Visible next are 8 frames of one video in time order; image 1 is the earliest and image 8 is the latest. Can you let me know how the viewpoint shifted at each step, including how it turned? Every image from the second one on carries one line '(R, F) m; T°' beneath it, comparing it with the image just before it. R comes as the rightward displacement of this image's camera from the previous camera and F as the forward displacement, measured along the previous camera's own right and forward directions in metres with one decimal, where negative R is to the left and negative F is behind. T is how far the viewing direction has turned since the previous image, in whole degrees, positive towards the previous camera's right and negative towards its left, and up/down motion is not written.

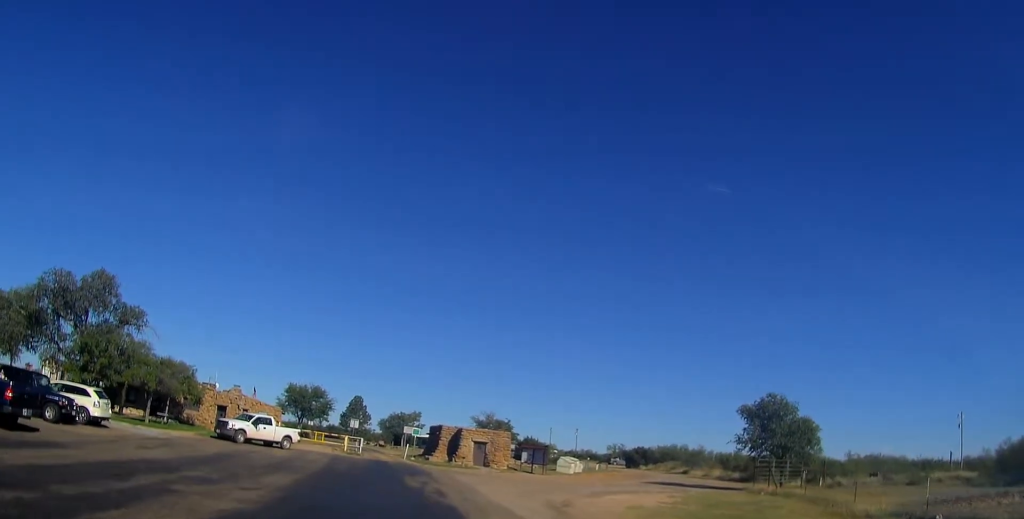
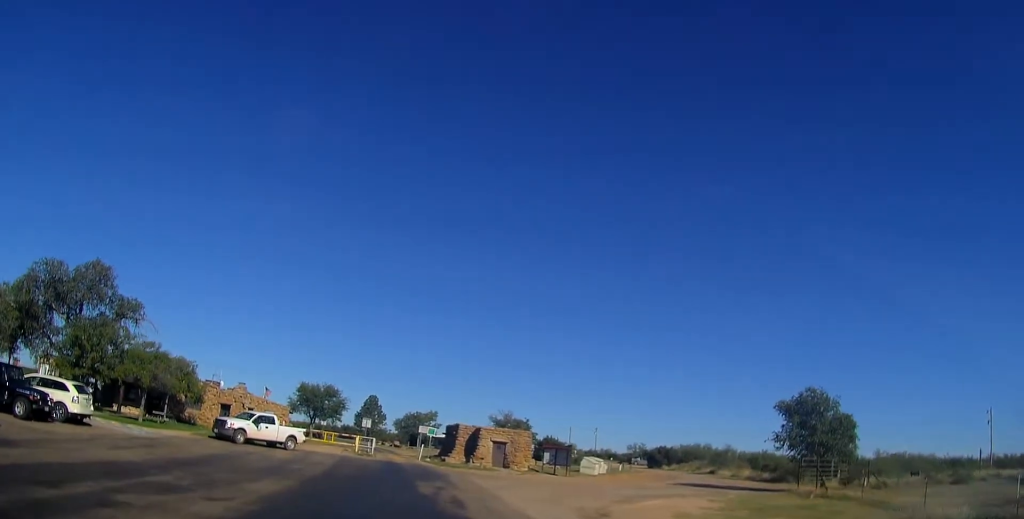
(+0.3, +2.9) m; -2°
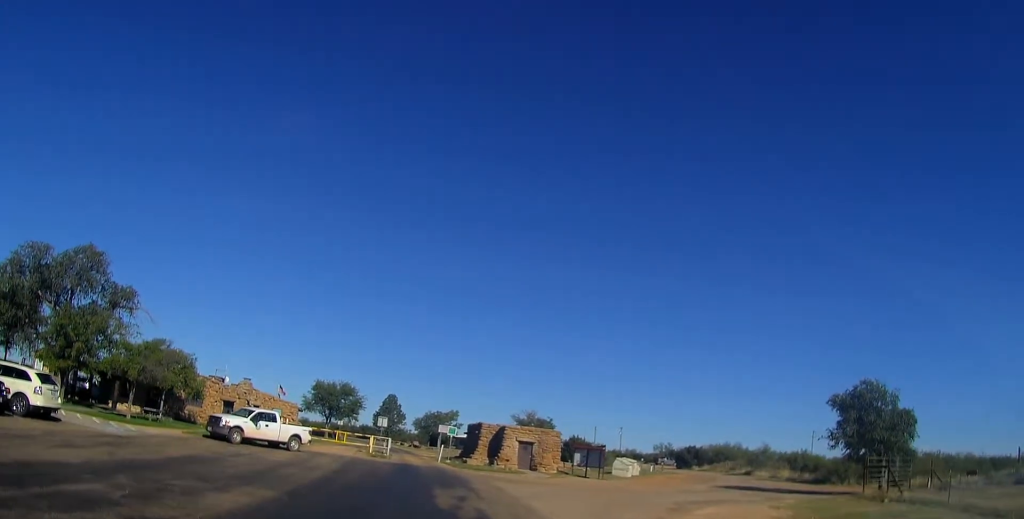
(-0.5, +3.6) m; -11°
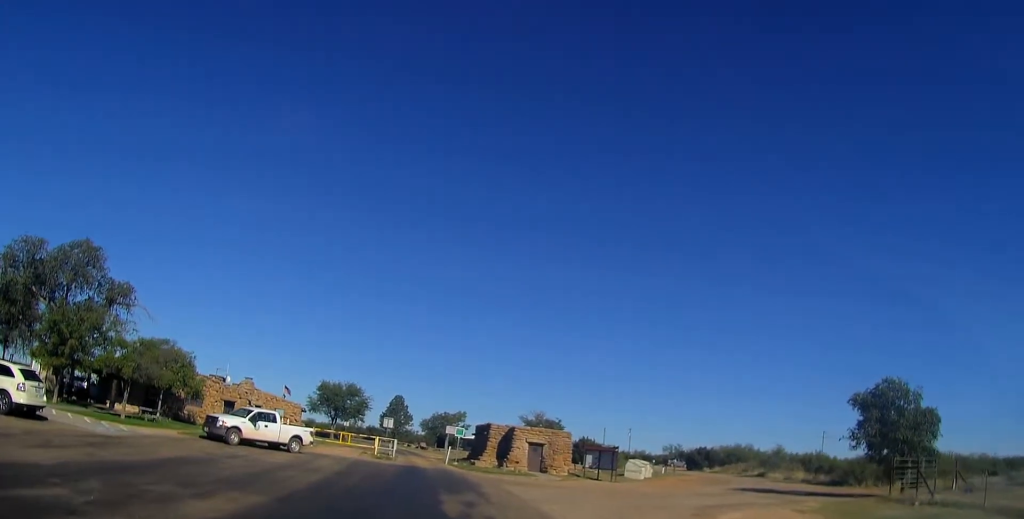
(0.0, +1.4) m; -2°
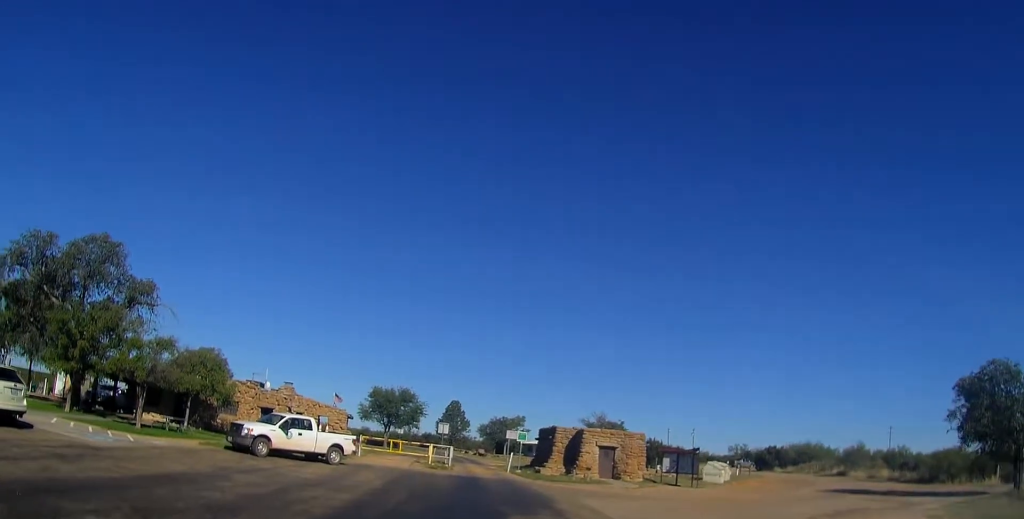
(0.0, +4.0) m; -6°
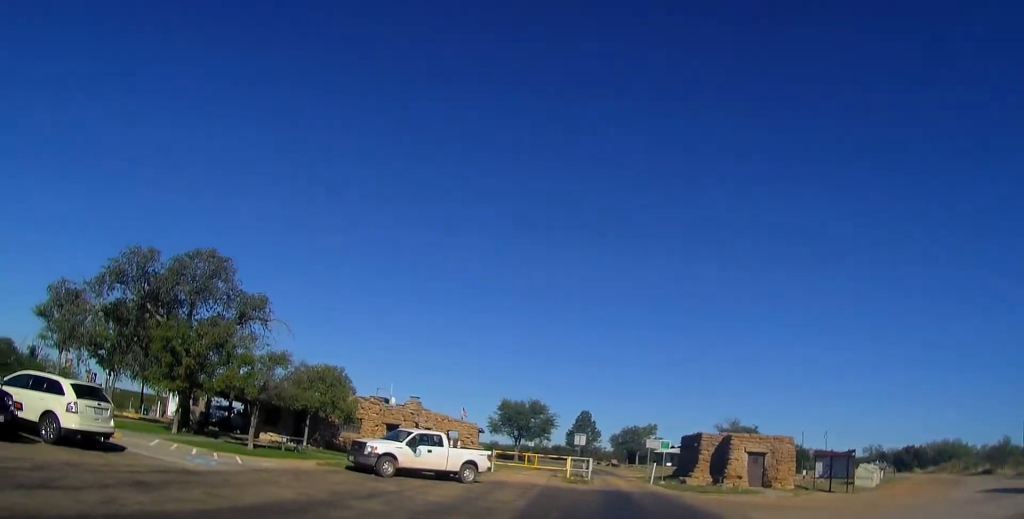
(-0.2, +2.6) m; -13°
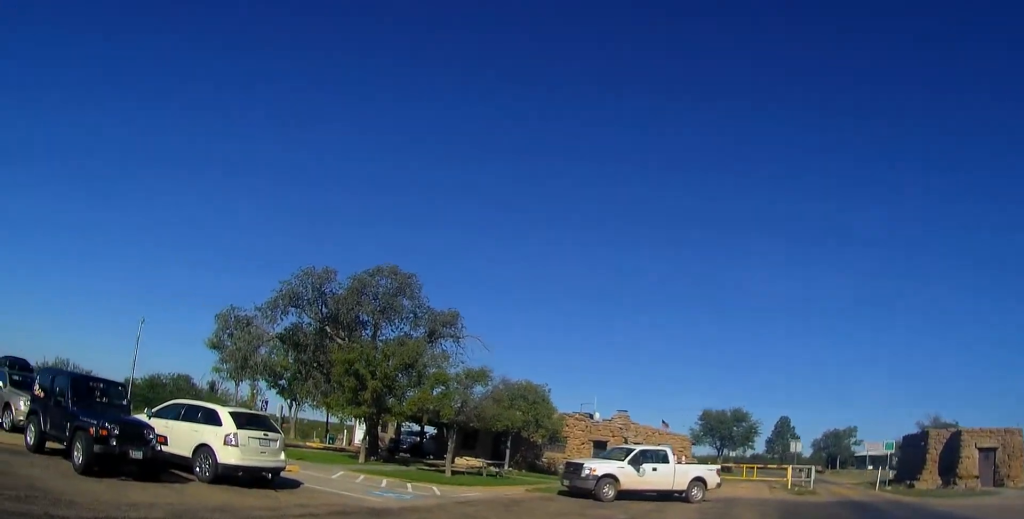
(-0.5, +2.8) m; -23°
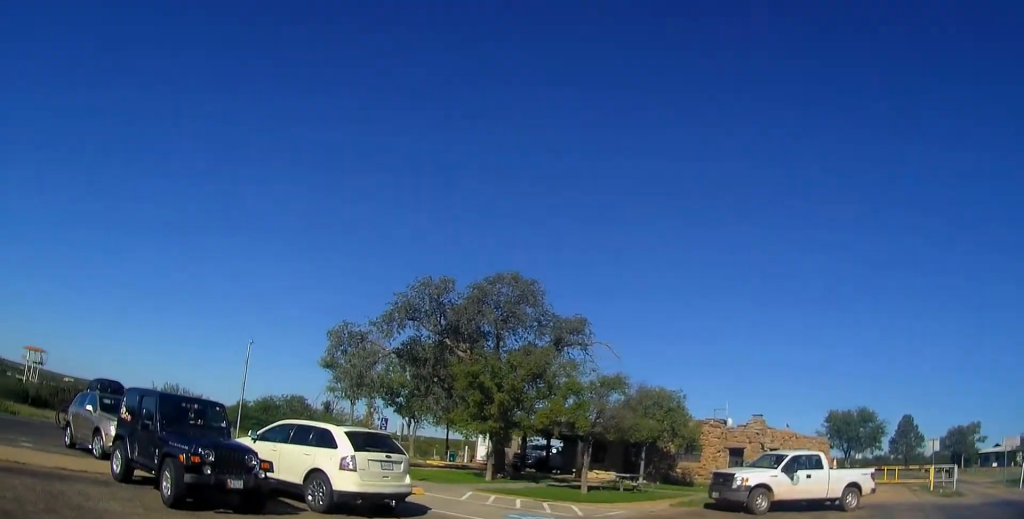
(-0.3, +1.8) m; -15°
